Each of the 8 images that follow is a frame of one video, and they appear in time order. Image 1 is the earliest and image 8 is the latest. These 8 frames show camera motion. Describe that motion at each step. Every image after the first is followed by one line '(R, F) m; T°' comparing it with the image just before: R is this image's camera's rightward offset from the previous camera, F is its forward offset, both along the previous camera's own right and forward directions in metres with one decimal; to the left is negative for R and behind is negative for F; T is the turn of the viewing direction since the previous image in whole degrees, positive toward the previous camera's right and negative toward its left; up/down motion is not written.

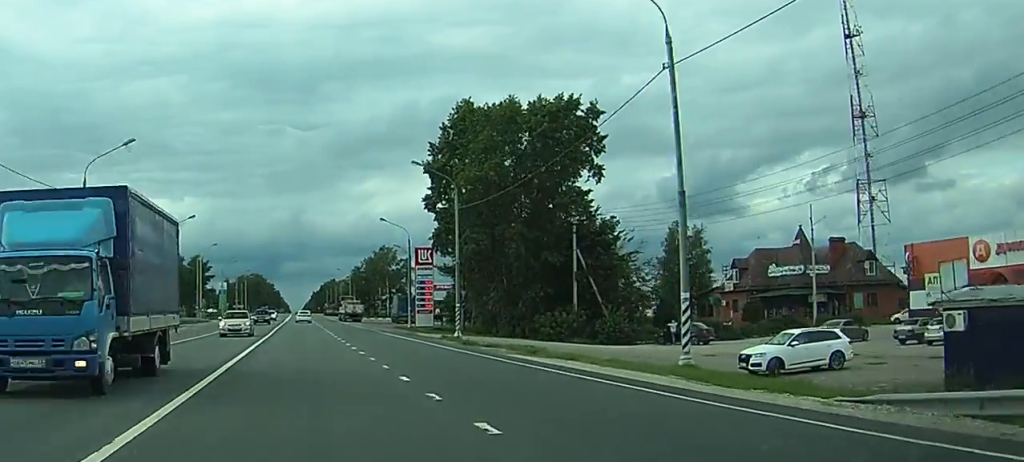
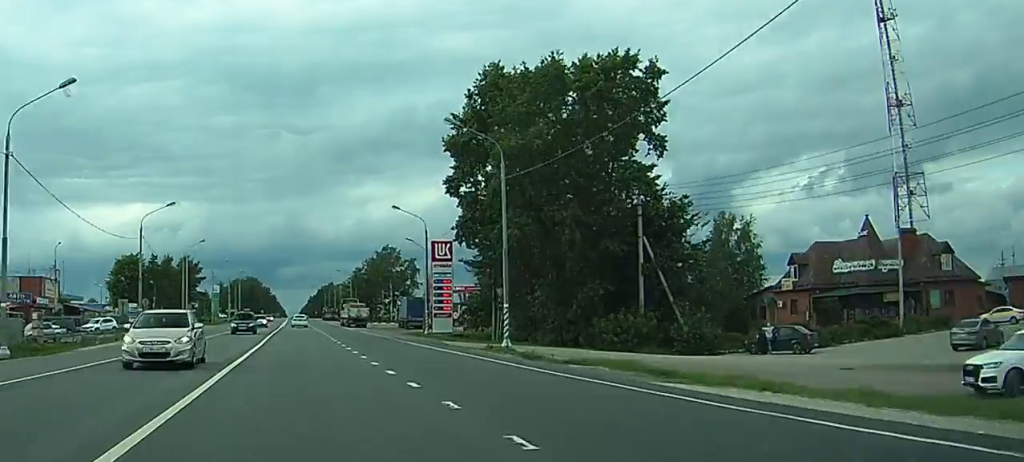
(+0.2, +13.1) m; +1°
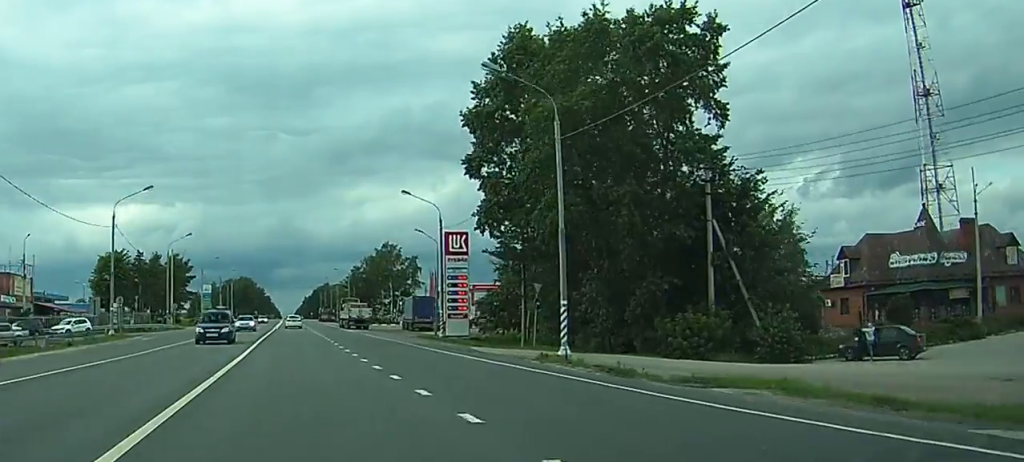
(0.0, +9.6) m; 0°
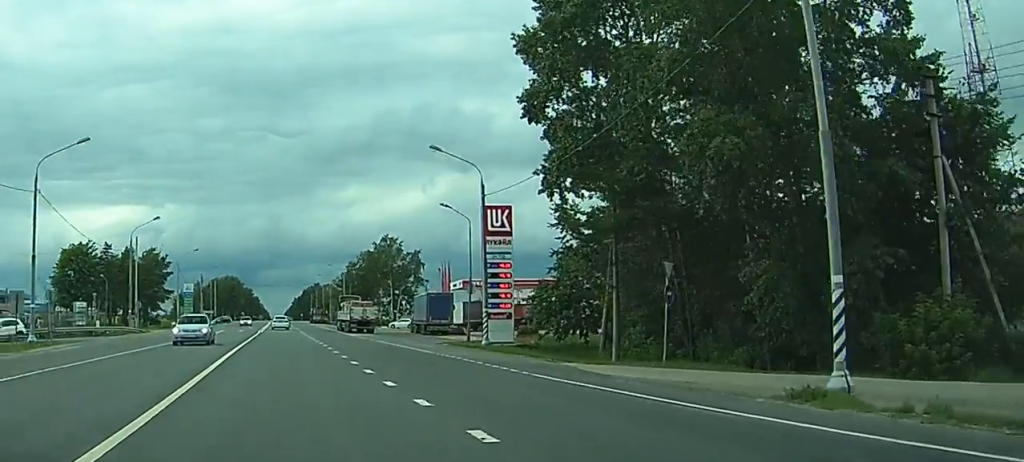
(0.0, +17.8) m; 0°
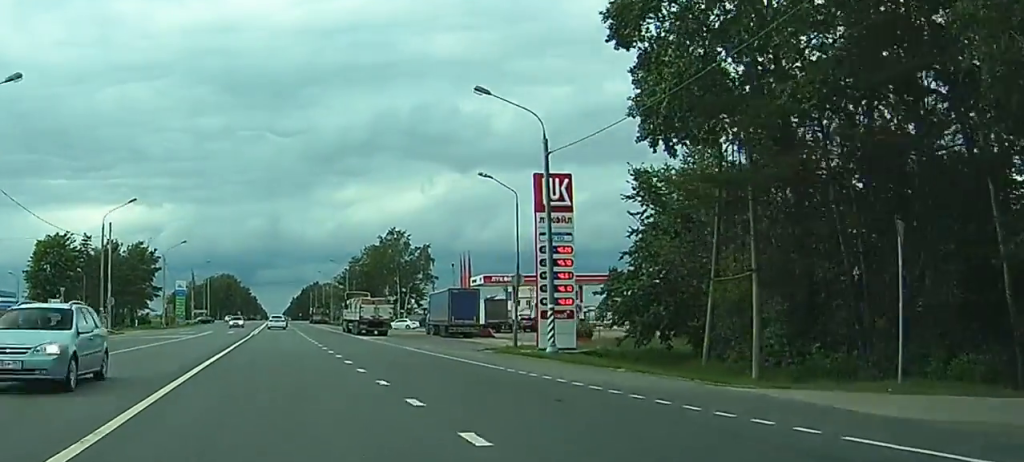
(0.0, +12.5) m; 0°
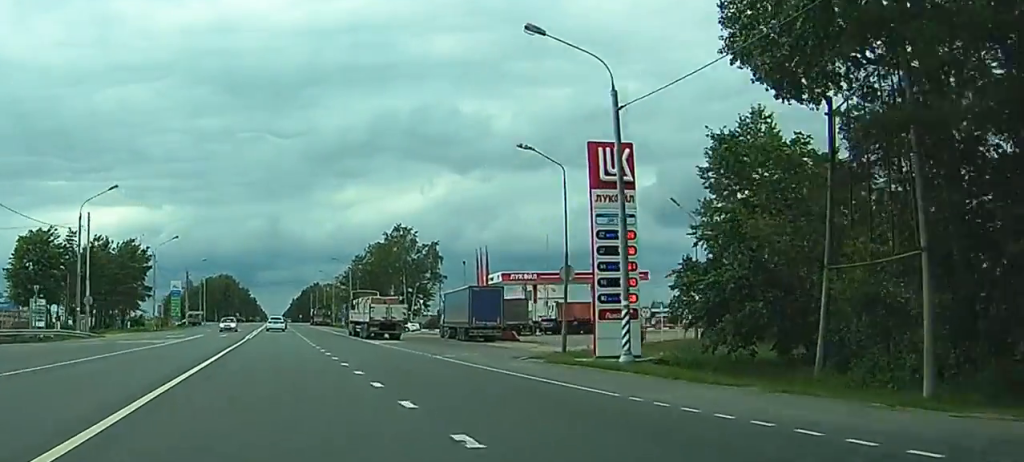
(0.0, +8.2) m; 0°
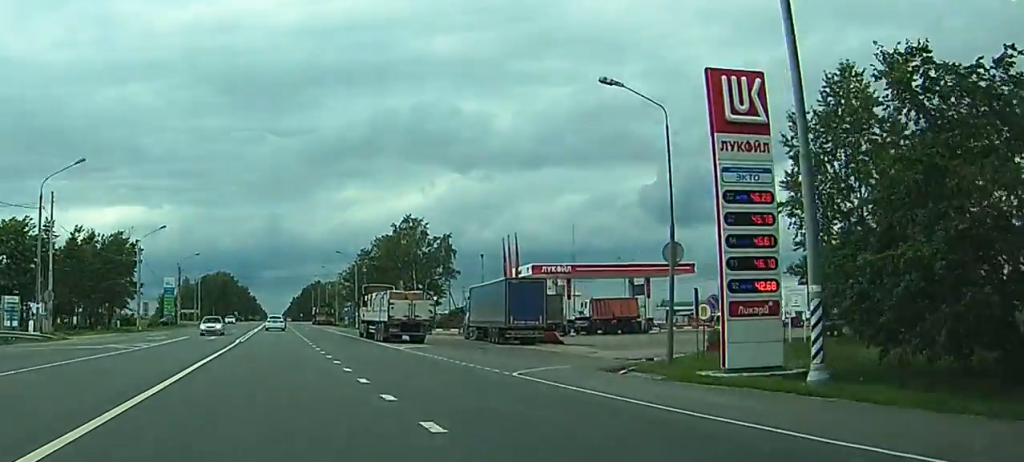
(0.0, +10.8) m; 0°
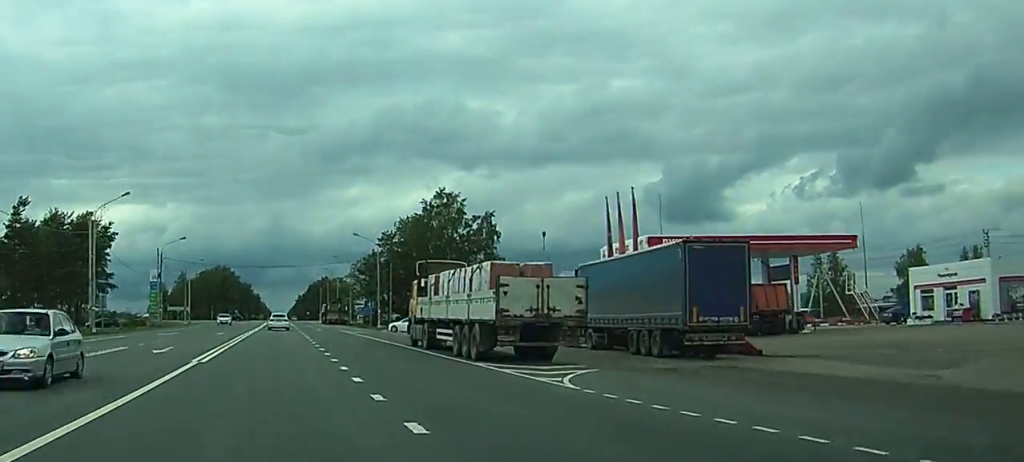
(0.0, +24.2) m; 0°
